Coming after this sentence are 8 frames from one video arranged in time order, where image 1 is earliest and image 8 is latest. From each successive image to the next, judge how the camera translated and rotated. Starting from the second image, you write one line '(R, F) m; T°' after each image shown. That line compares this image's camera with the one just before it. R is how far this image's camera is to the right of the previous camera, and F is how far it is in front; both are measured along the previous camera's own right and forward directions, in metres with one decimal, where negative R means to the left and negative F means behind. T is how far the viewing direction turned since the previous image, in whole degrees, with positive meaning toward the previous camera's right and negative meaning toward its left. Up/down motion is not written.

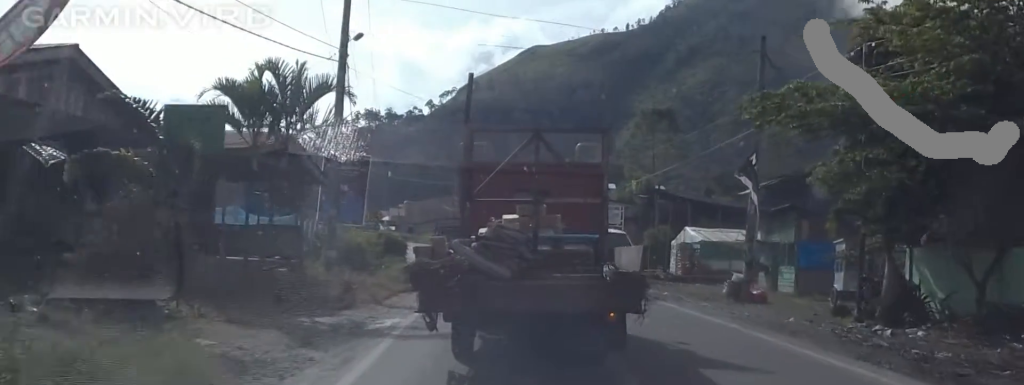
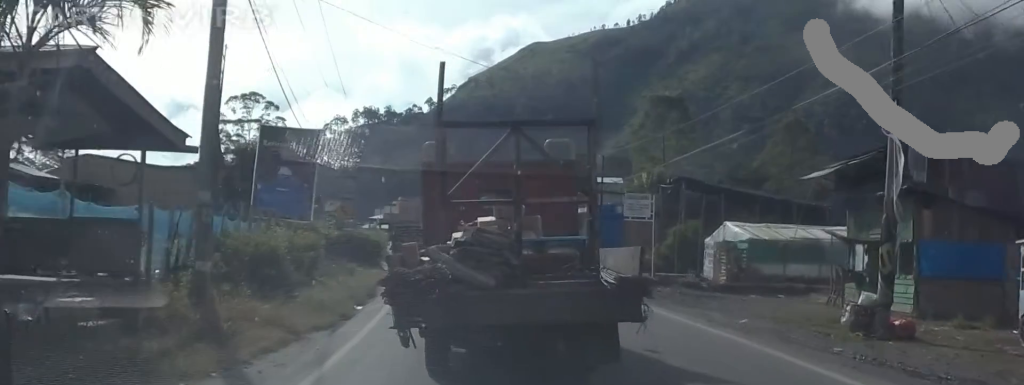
(-0.4, +11.6) m; 0°
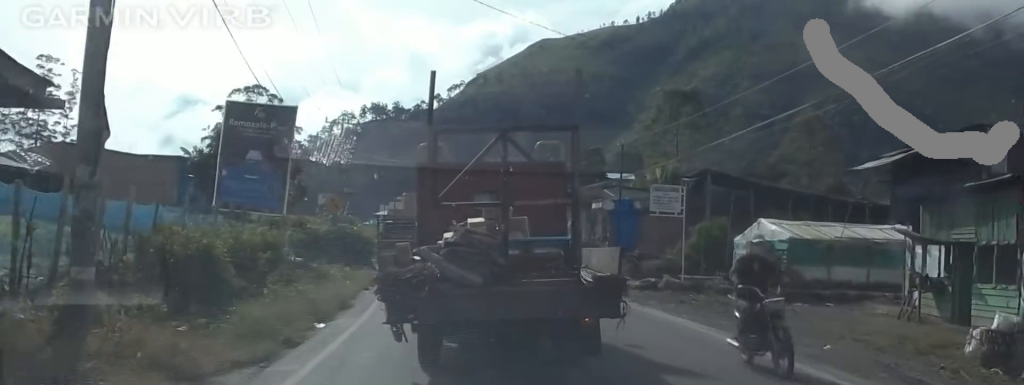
(+0.2, +5.4) m; +6°
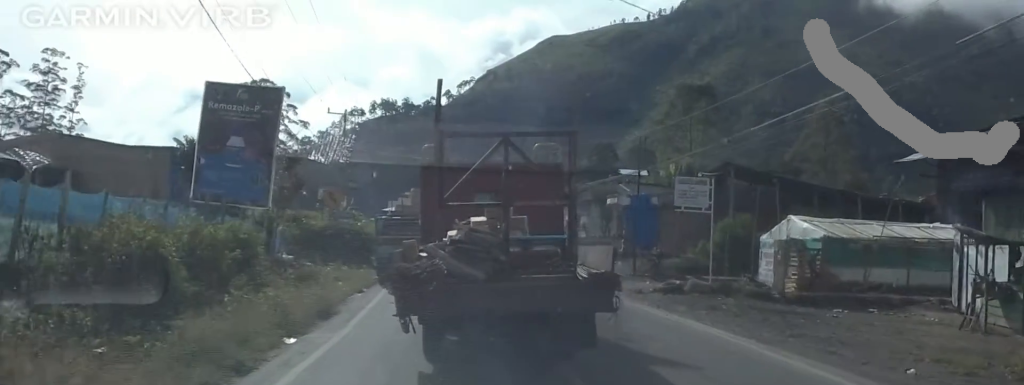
(+0.2, +3.3) m; -3°
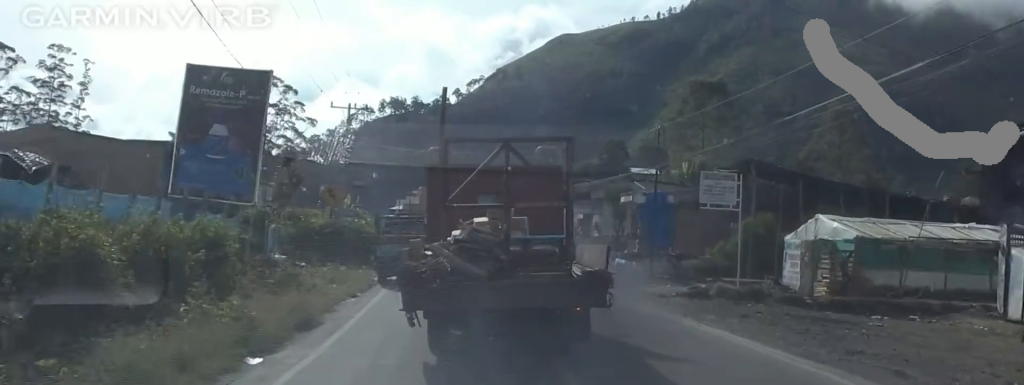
(+0.3, +2.5) m; -4°
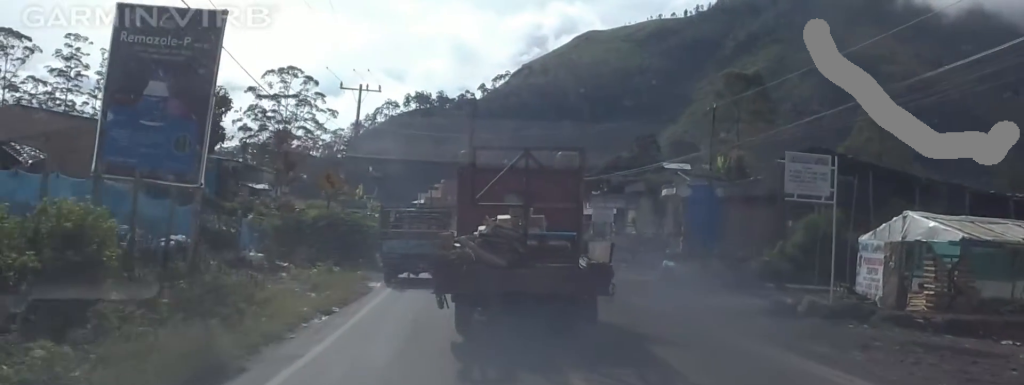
(-1.0, +5.9) m; 0°
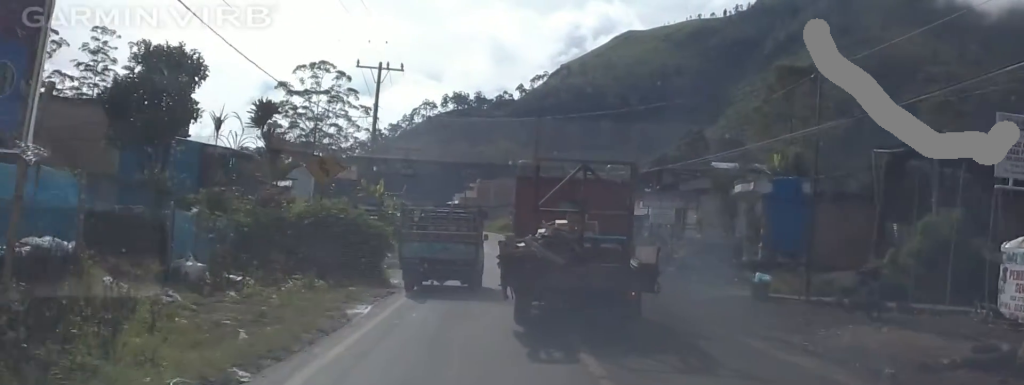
(+1.0, +7.3) m; +6°
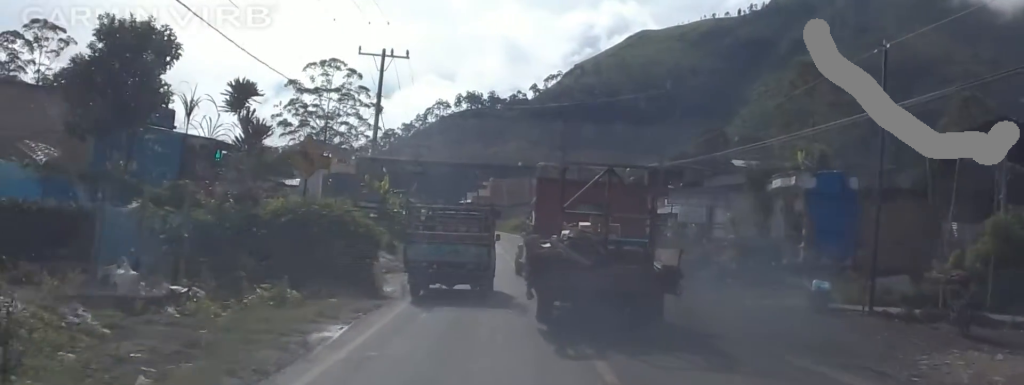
(-0.1, +3.5) m; -4°
